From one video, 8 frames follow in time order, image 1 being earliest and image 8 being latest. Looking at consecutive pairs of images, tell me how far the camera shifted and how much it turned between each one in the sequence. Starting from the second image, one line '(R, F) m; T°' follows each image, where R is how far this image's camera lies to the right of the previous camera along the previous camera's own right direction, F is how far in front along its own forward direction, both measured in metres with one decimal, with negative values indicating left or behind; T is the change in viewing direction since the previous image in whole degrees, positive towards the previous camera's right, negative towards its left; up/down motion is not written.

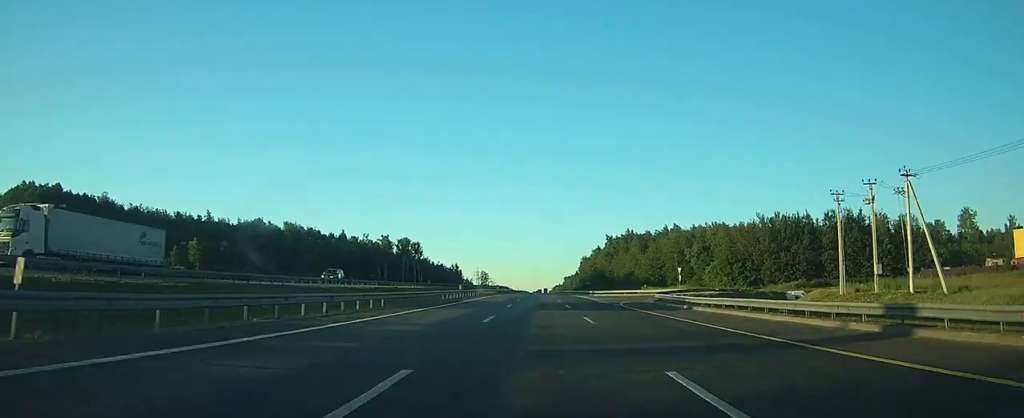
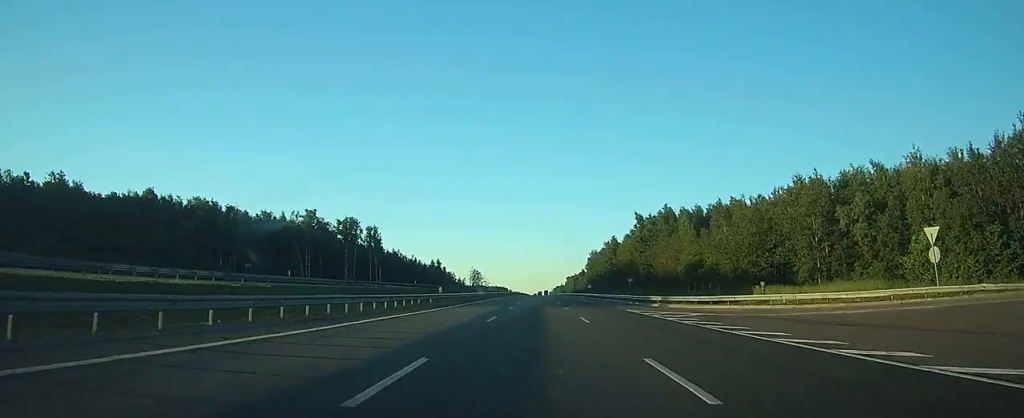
(-0.1, +62.8) m; 0°
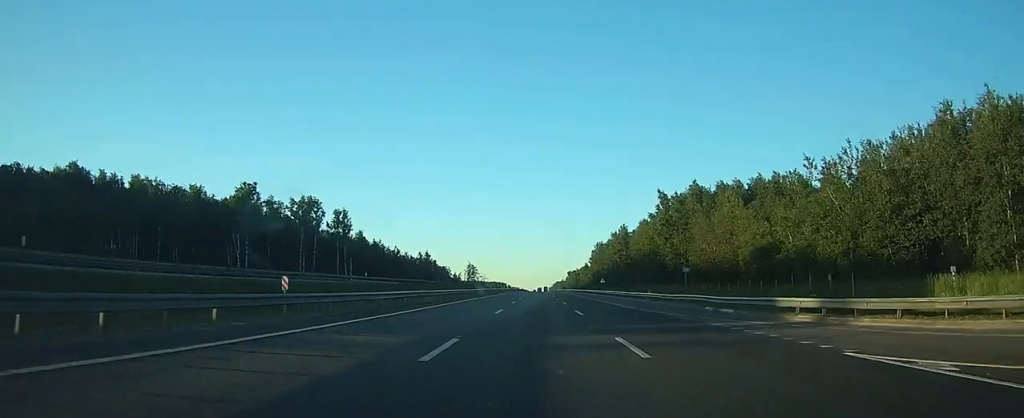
(-0.1, +28.1) m; 0°
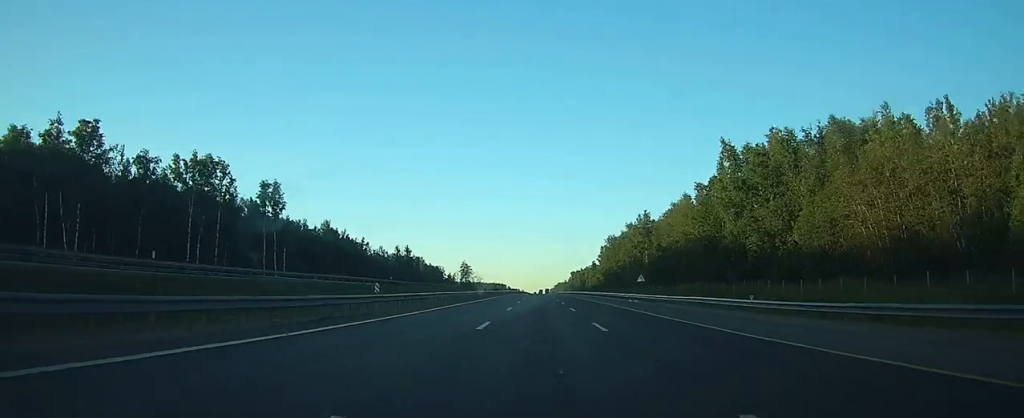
(0.0, +40.9) m; 0°
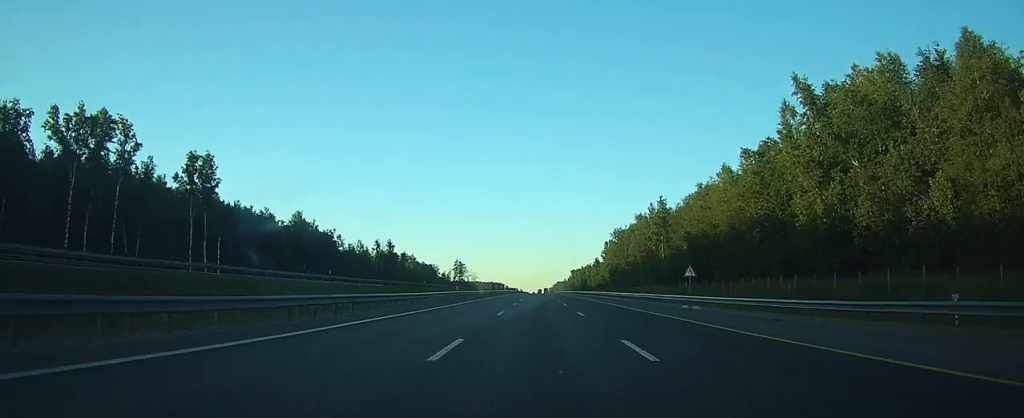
(0.0, +23.6) m; 0°
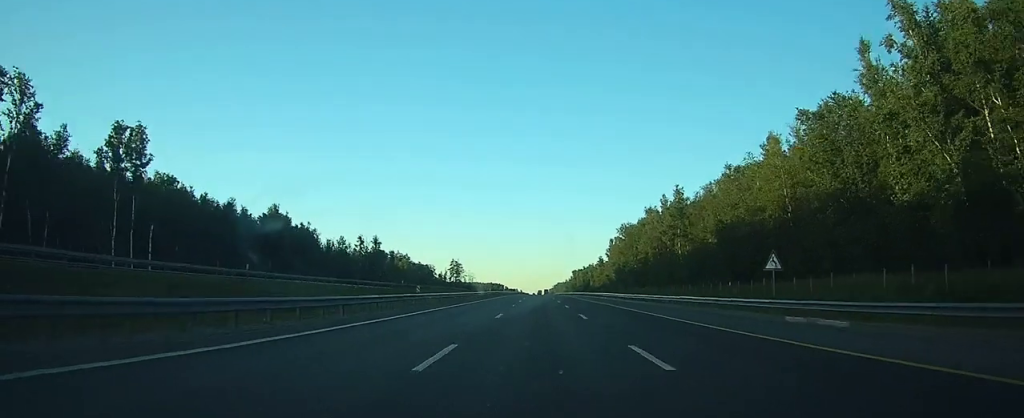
(0.0, +17.2) m; 0°
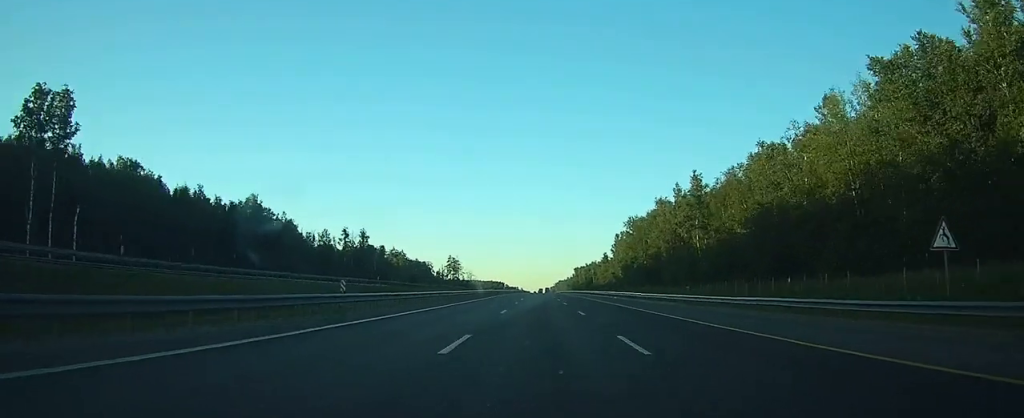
(0.0, +14.0) m; 0°
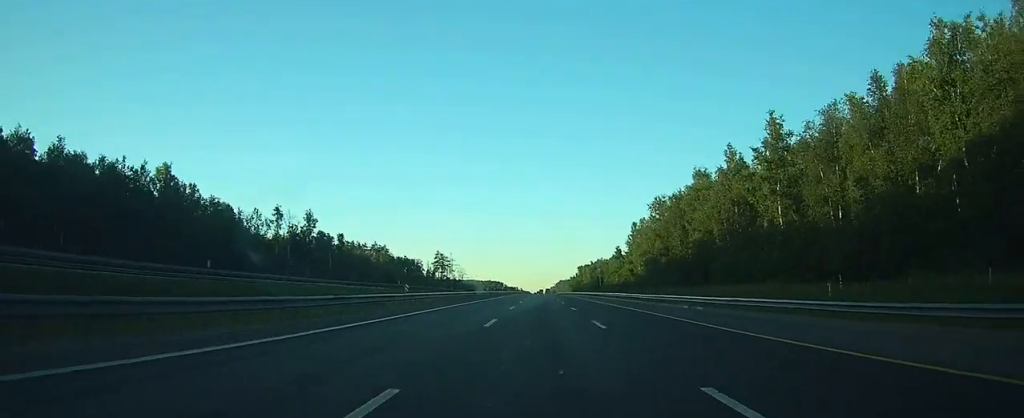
(0.0, +39.7) m; 0°
